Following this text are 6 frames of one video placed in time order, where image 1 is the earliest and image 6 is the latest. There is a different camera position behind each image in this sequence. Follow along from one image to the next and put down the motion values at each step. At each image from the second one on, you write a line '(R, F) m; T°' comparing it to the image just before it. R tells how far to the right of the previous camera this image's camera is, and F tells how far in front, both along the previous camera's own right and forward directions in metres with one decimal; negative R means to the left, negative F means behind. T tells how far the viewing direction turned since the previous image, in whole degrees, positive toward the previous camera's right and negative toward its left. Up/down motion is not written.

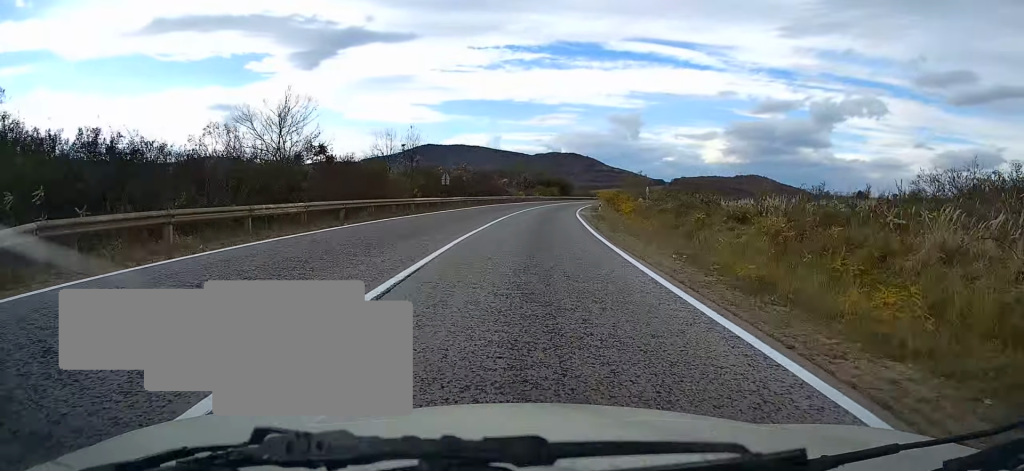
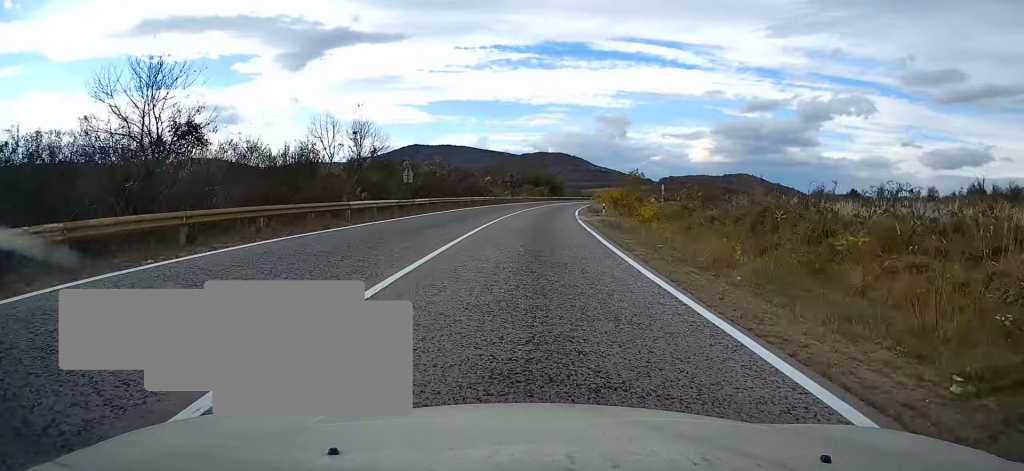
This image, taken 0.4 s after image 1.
(+0.3, +10.6) m; +2°
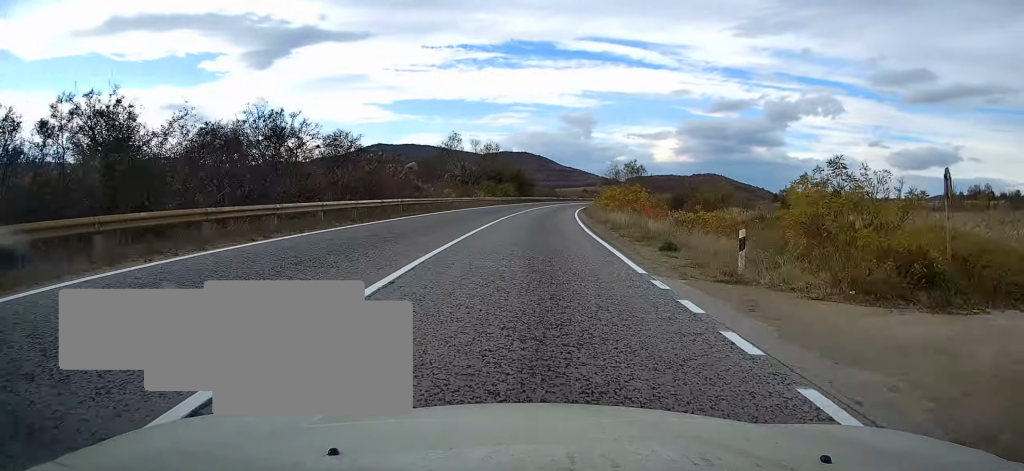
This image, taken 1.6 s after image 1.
(+1.3, +32.6) m; +4°
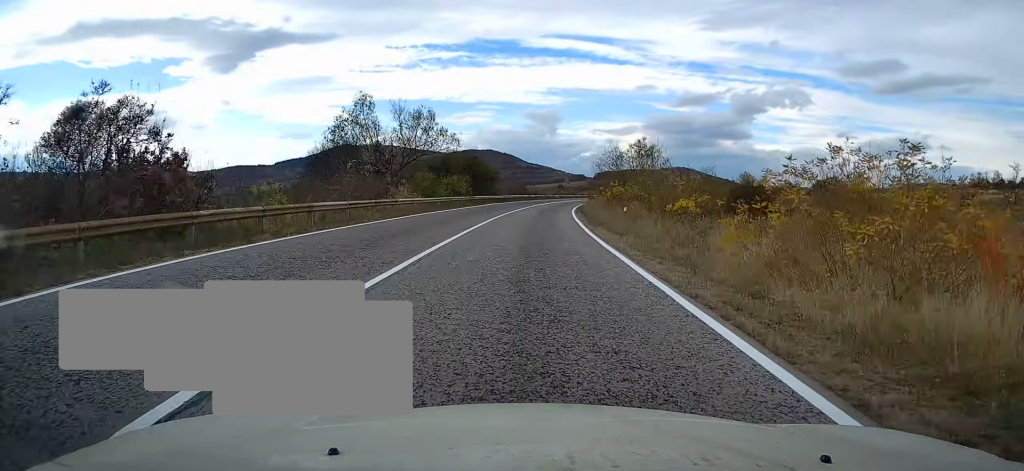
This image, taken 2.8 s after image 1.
(+0.6, +30.2) m; +2°
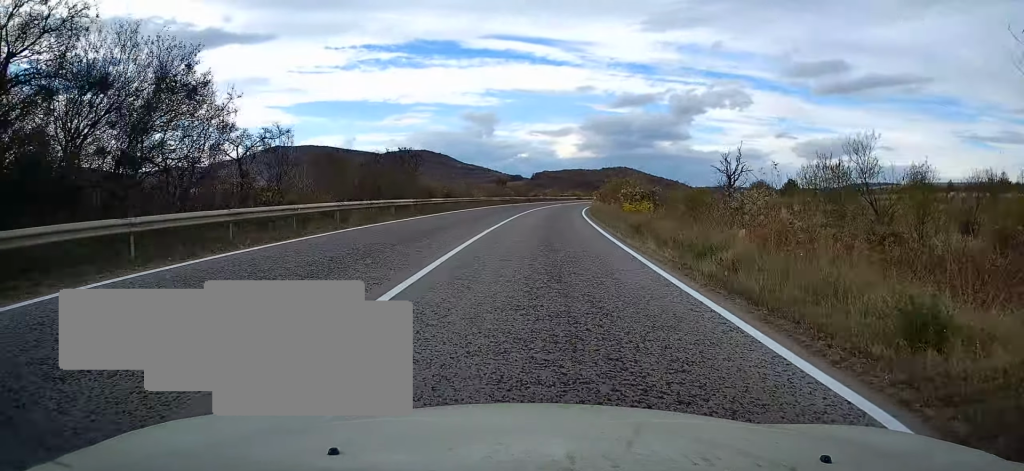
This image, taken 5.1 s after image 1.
(+2.6, +62.7) m; +5°
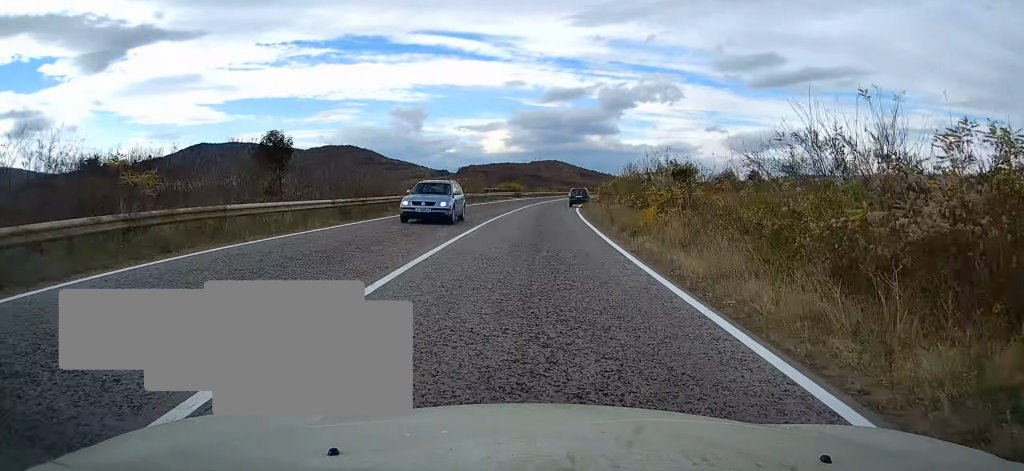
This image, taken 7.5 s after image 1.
(+4.5, +64.6) m; +7°
